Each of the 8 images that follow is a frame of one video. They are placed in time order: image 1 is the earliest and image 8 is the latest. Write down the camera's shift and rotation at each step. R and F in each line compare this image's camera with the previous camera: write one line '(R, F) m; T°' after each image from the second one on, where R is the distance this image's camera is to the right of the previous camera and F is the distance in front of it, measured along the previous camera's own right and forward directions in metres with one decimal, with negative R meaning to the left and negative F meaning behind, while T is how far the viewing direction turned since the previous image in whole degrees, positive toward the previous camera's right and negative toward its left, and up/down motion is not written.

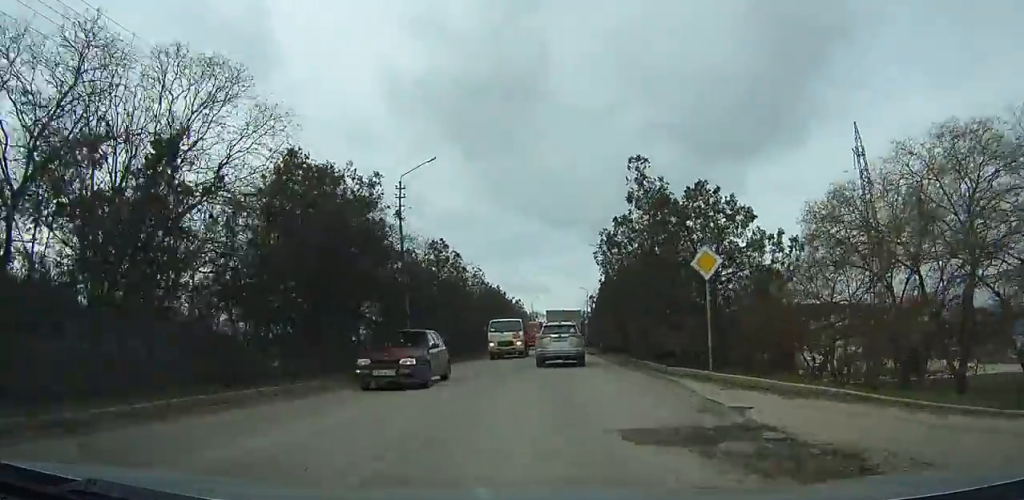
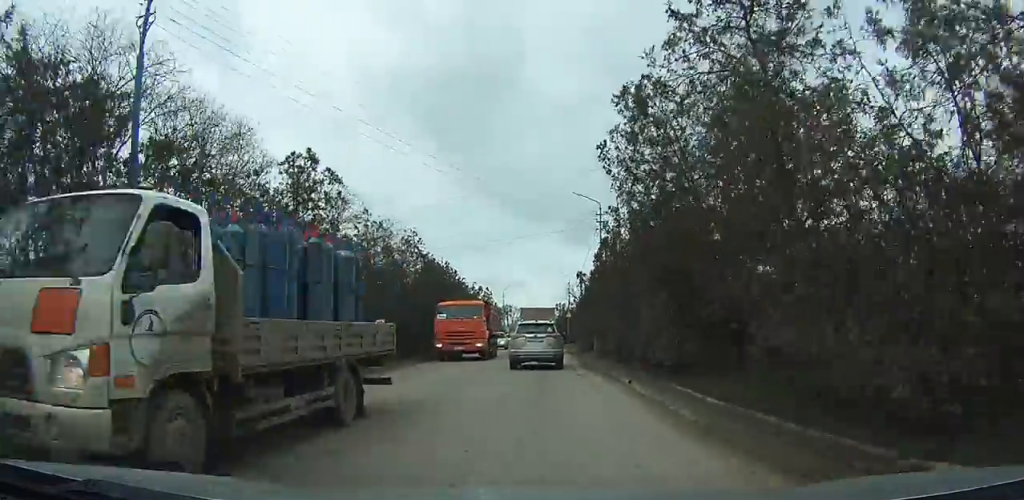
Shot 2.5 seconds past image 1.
(+0.1, +16.2) m; 0°
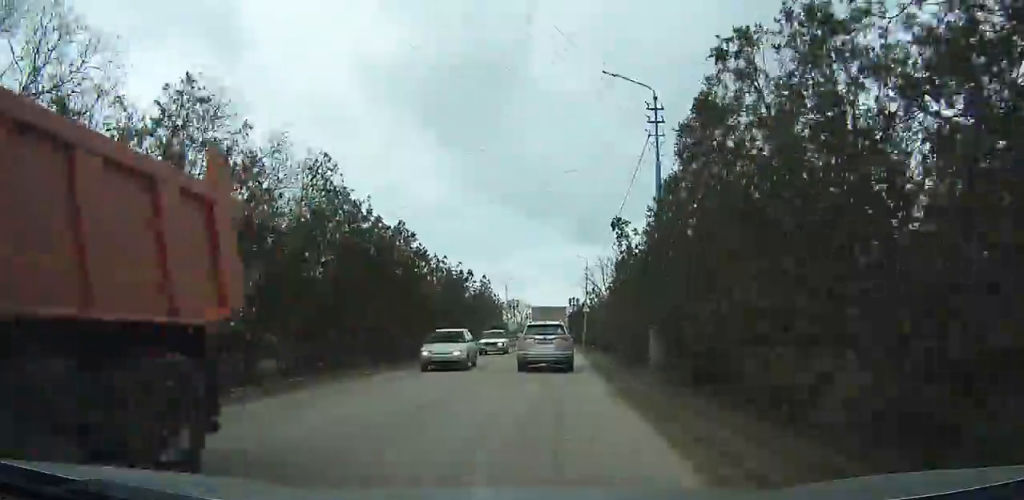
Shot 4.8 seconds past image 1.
(-0.2, +16.2) m; 0°
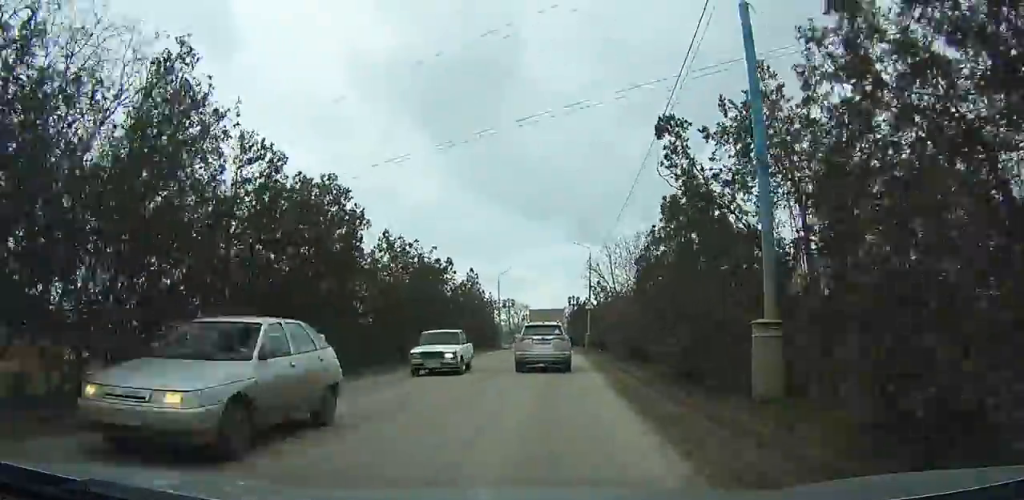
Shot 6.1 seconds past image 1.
(+0.1, +9.1) m; +1°
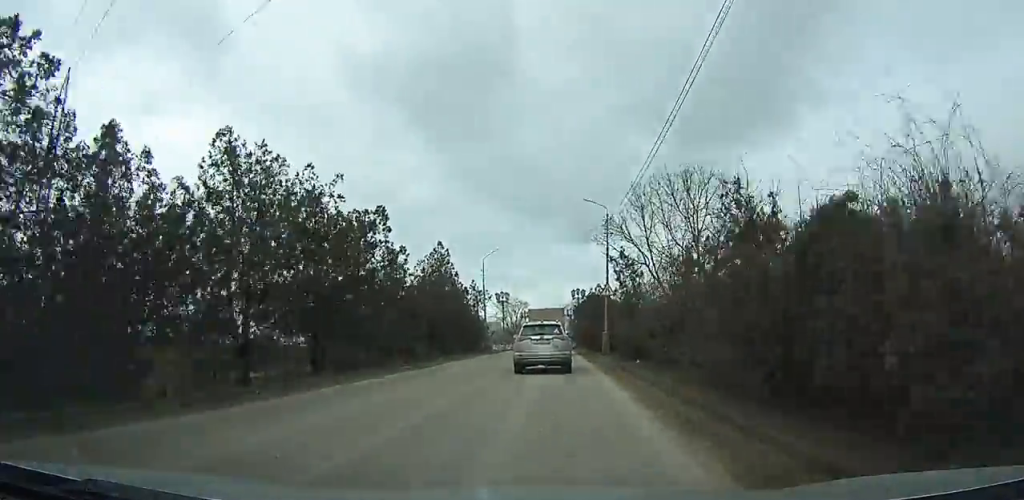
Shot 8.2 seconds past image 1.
(+0.2, +15.4) m; +1°
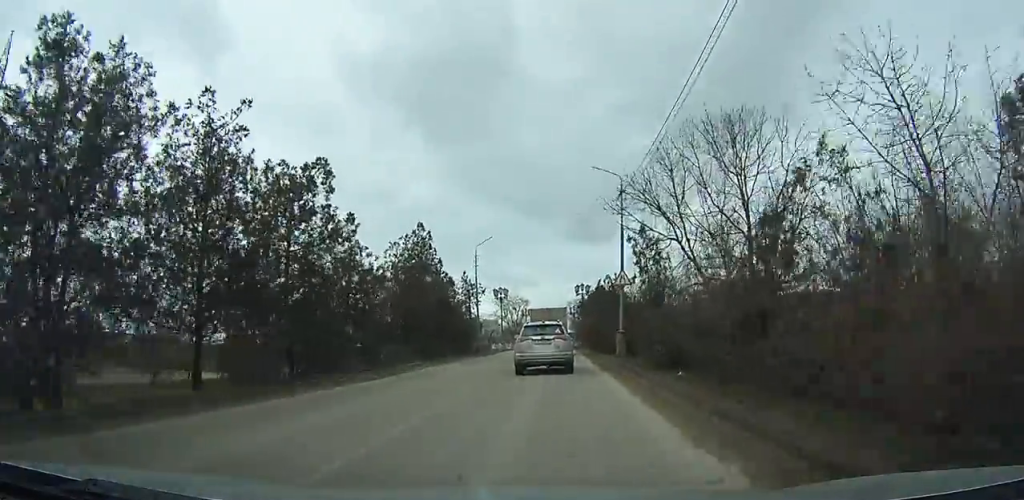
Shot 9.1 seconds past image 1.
(0.0, +6.2) m; 0°
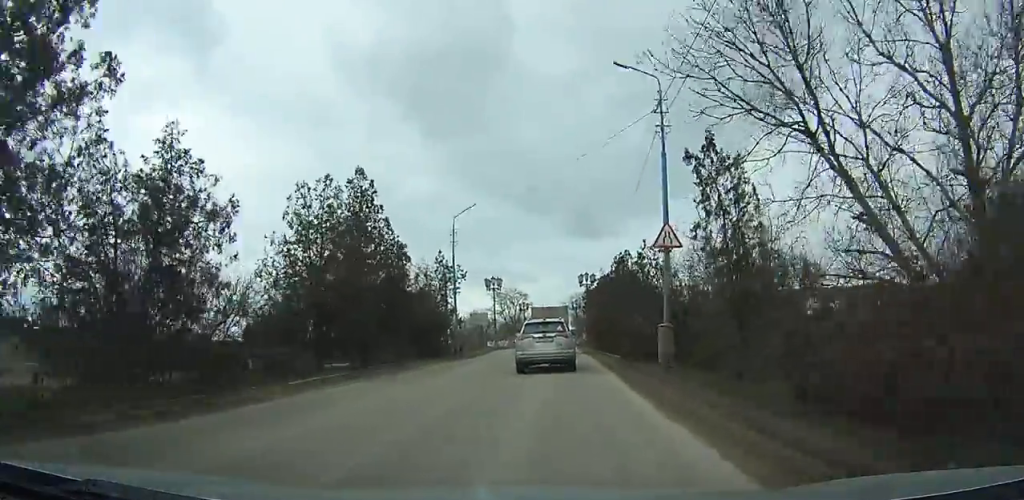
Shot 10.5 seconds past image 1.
(0.0, +10.3) m; -1°
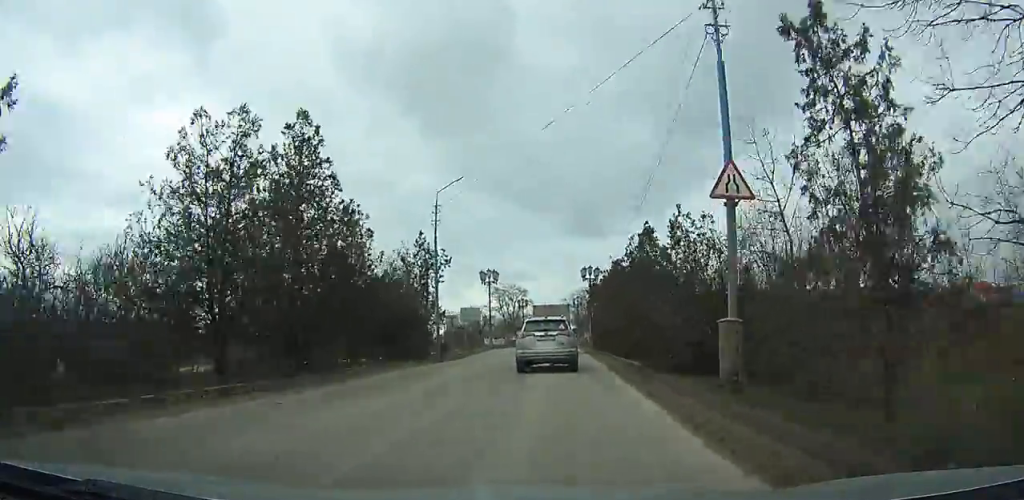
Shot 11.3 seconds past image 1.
(0.0, +5.5) m; -1°
